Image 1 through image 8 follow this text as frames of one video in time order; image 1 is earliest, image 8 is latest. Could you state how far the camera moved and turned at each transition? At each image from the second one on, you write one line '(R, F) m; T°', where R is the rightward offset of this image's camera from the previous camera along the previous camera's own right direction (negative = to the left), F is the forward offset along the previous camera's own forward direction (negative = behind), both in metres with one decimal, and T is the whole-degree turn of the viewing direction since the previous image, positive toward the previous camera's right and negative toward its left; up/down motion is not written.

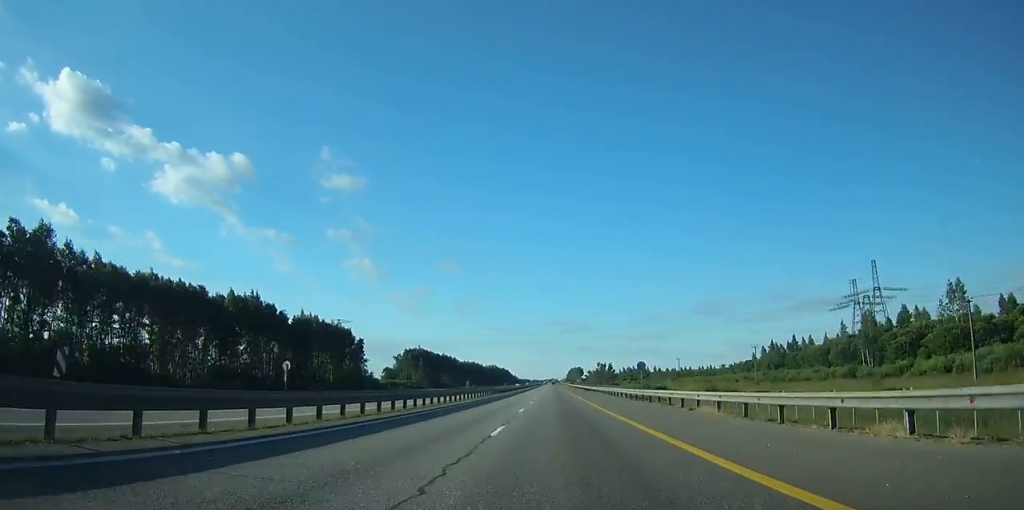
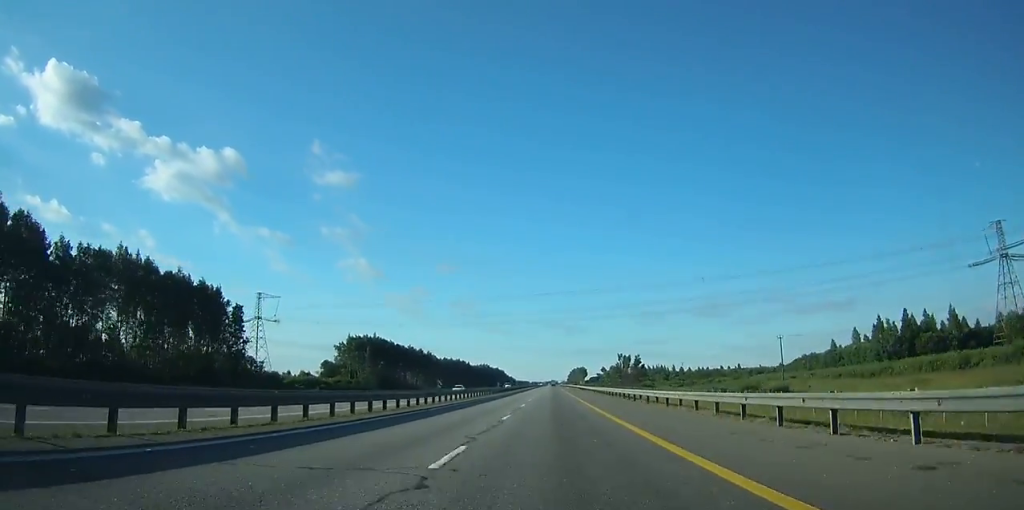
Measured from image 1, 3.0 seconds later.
(-0.1, +93.1) m; 0°
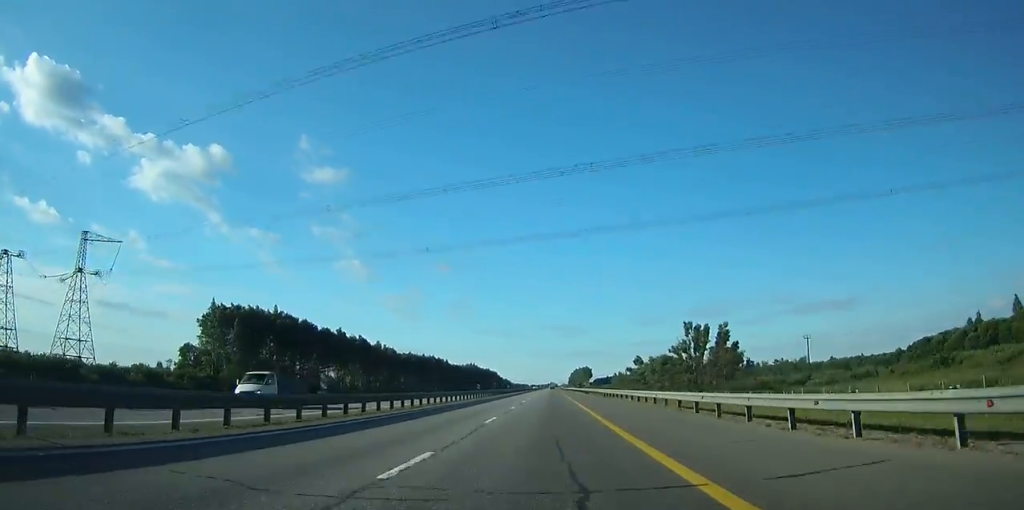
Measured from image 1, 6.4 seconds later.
(0.0, +107.5) m; 0°
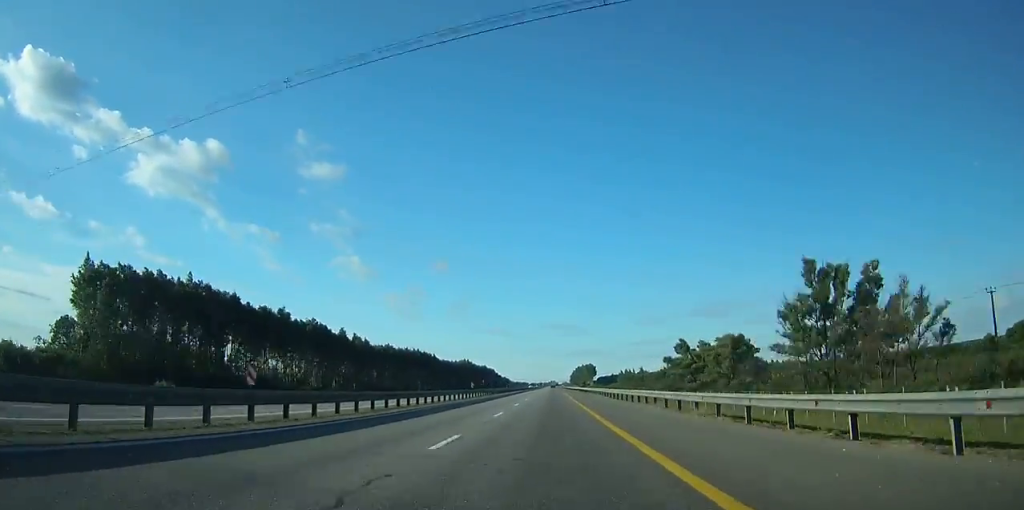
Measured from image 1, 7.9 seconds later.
(-0.1, +48.2) m; 0°
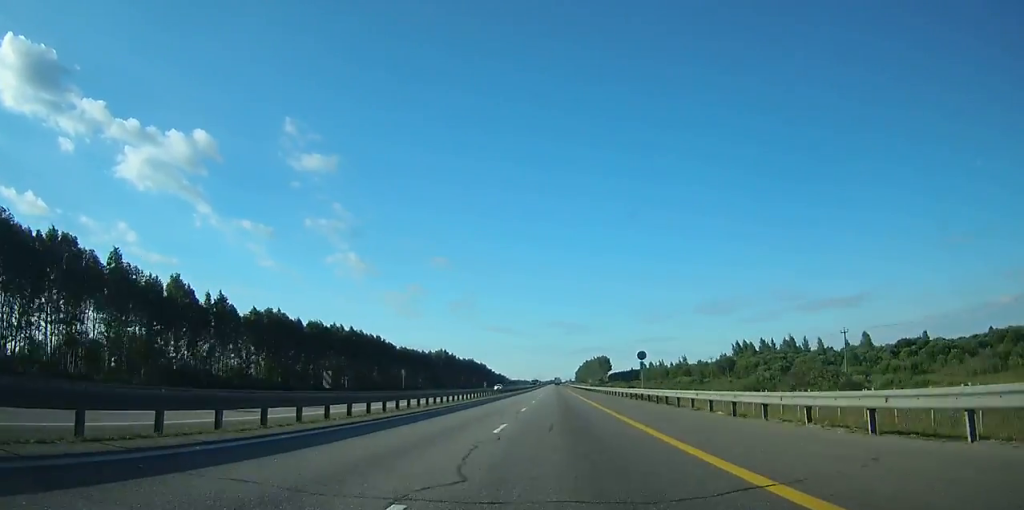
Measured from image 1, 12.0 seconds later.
(-0.2, +119.0) m; 0°
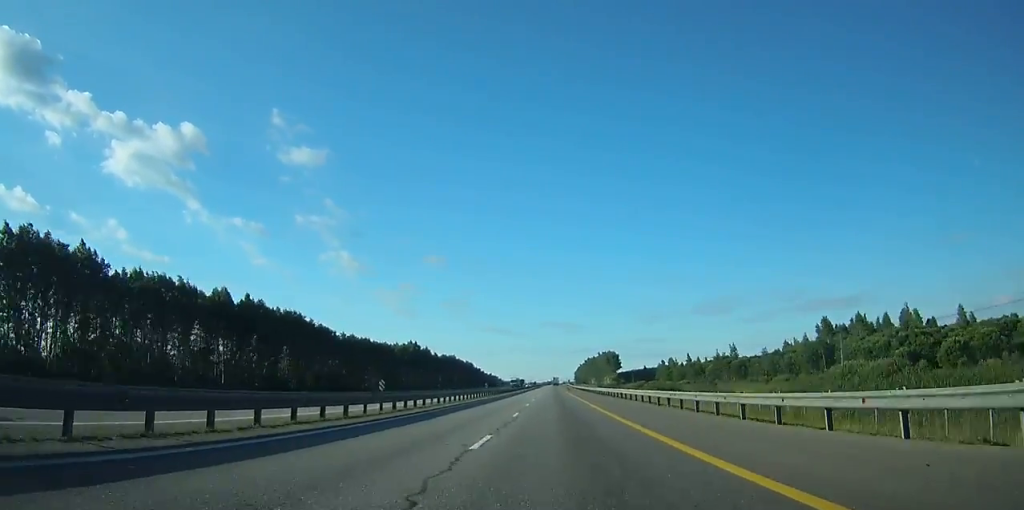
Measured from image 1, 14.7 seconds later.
(+0.2, +78.5) m; 0°
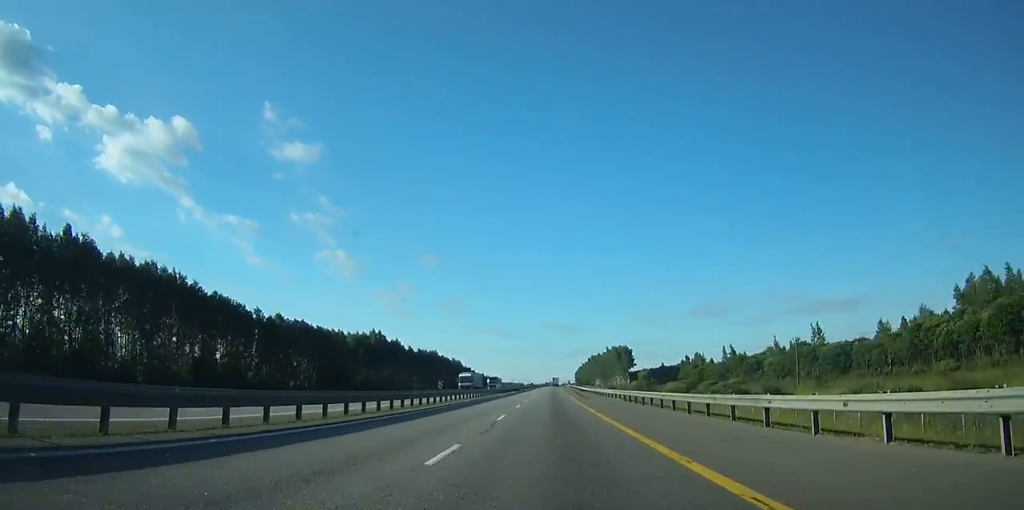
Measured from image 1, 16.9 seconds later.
(0.0, +62.1) m; 0°
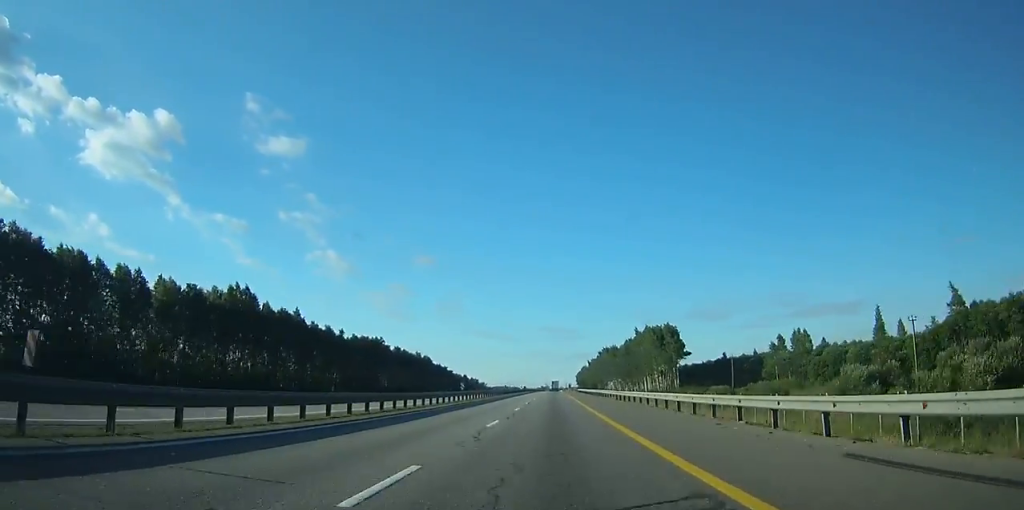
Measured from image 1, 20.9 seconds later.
(+0.2, +109.5) m; 0°
